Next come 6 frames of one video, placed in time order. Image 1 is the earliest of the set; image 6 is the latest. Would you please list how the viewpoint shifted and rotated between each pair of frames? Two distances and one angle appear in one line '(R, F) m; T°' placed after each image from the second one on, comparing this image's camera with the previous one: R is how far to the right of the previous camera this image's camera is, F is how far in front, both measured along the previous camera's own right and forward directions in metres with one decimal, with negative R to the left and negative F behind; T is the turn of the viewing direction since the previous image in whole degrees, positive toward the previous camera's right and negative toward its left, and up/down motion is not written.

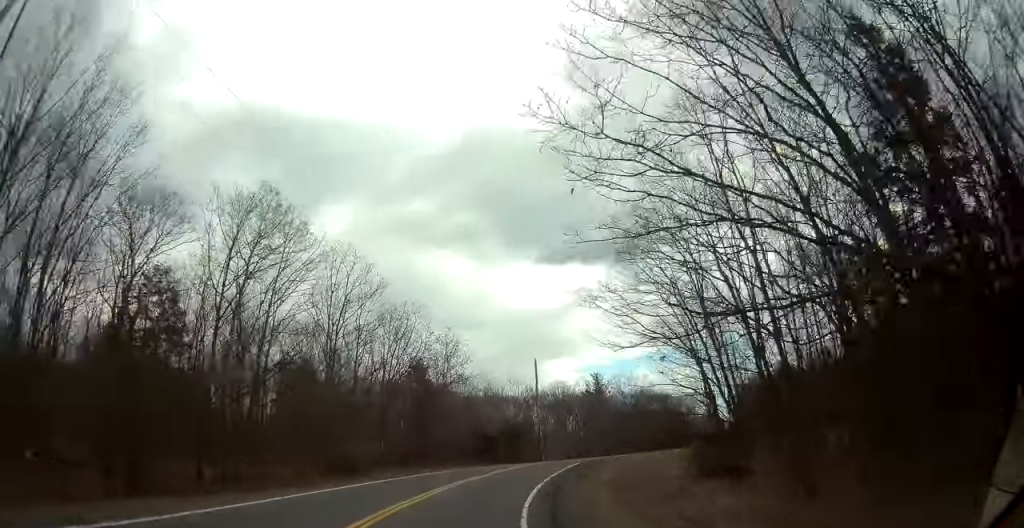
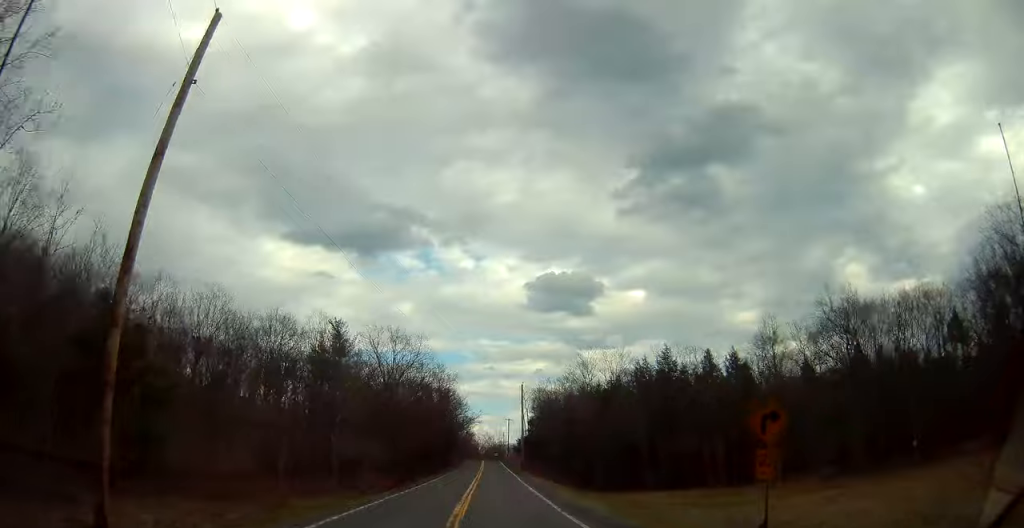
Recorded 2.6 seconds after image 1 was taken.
(+13.2, +49.8) m; +27°
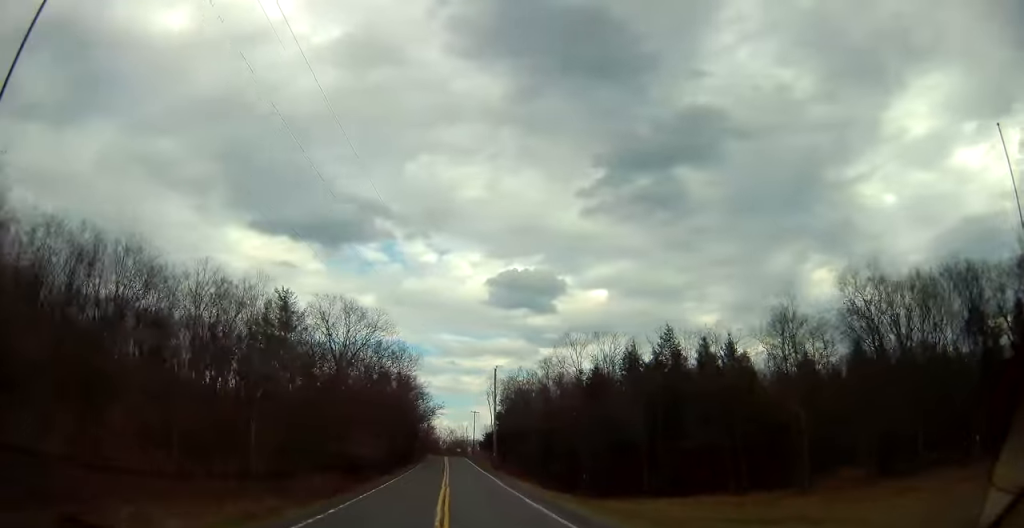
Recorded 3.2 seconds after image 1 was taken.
(+0.2, +11.3) m; +2°
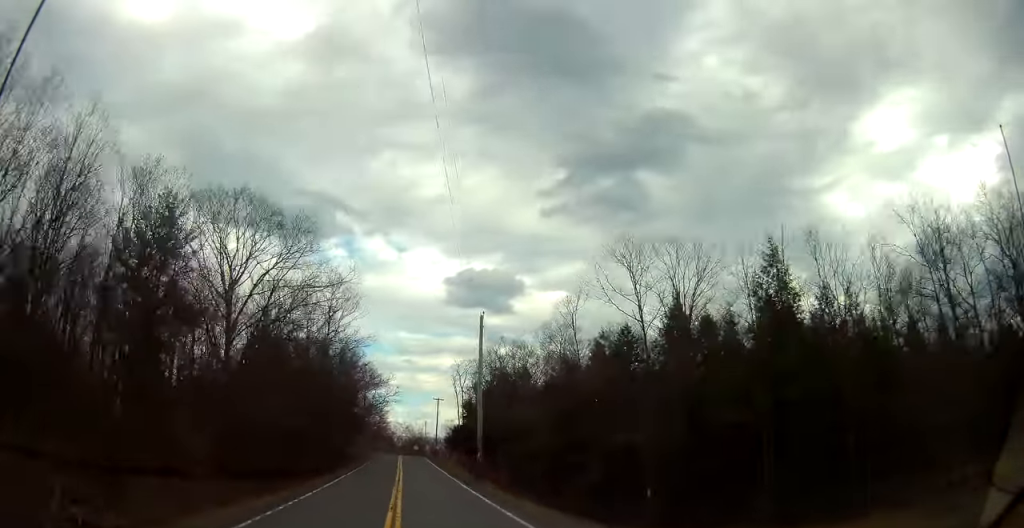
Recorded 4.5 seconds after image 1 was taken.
(+1.2, +26.1) m; +4°
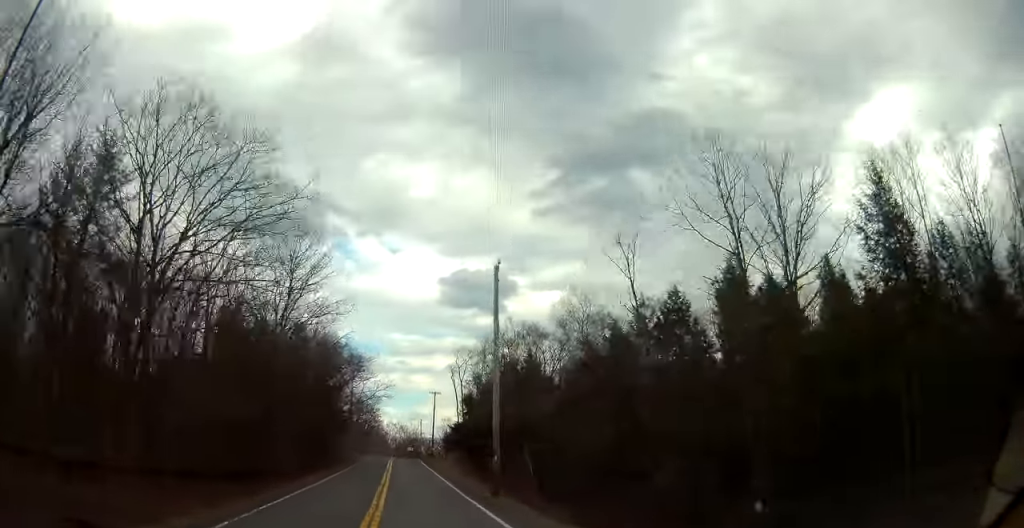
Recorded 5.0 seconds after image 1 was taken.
(+0.1, +11.3) m; +1°
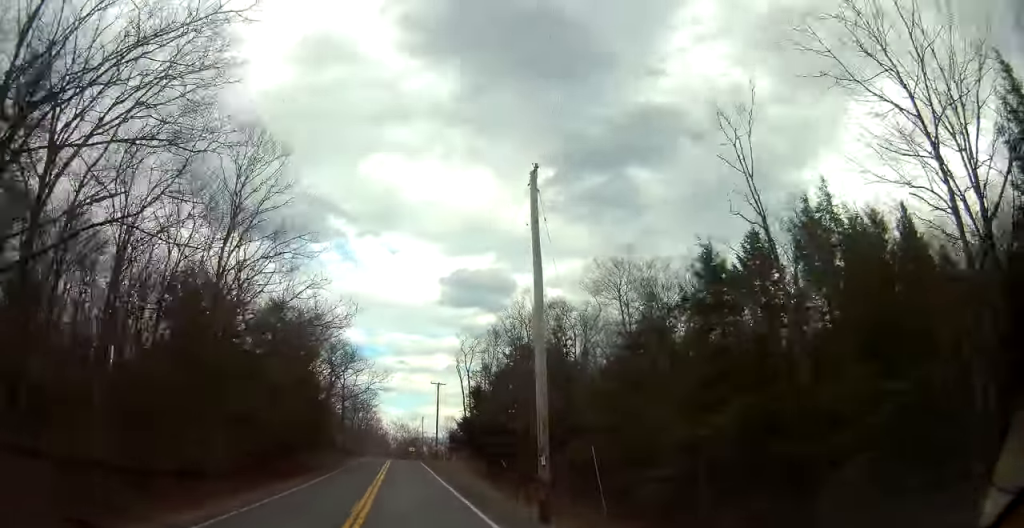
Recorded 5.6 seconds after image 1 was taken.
(0.0, +10.6) m; +1°
